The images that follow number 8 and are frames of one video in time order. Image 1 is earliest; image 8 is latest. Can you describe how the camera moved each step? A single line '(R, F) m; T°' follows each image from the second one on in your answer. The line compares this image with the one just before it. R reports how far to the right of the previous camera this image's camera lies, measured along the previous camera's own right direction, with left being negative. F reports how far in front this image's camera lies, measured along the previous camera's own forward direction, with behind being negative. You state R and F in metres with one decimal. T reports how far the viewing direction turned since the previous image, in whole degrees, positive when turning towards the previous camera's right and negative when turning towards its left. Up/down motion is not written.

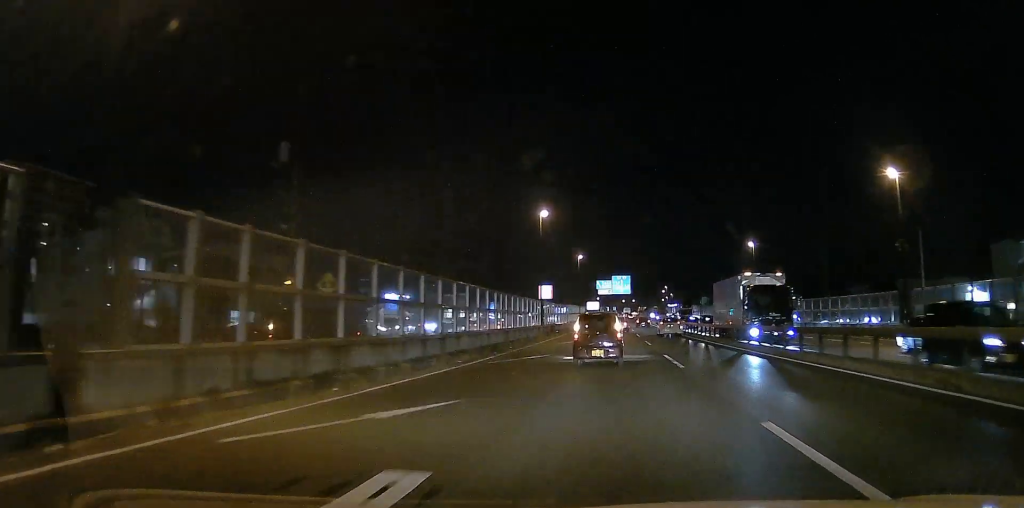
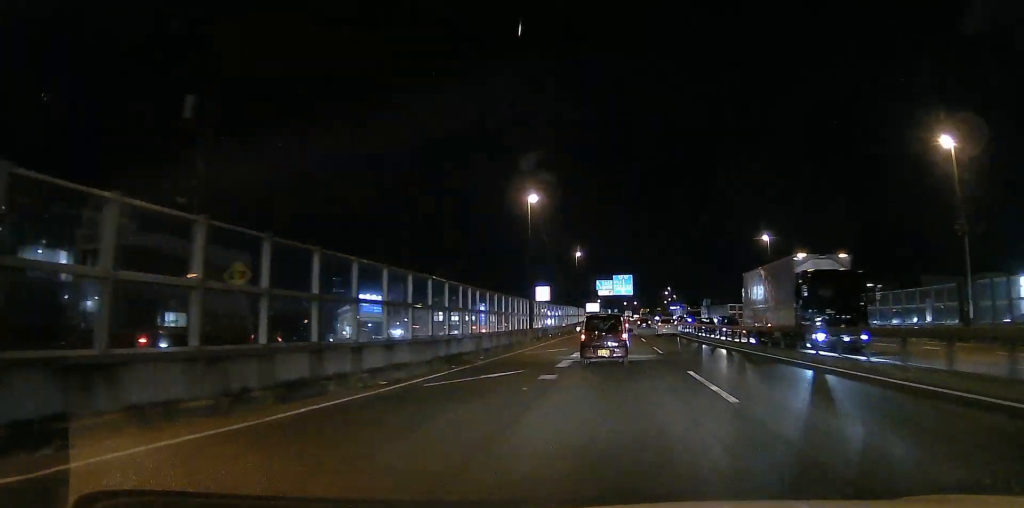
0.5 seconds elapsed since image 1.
(0.0, +7.3) m; -2°
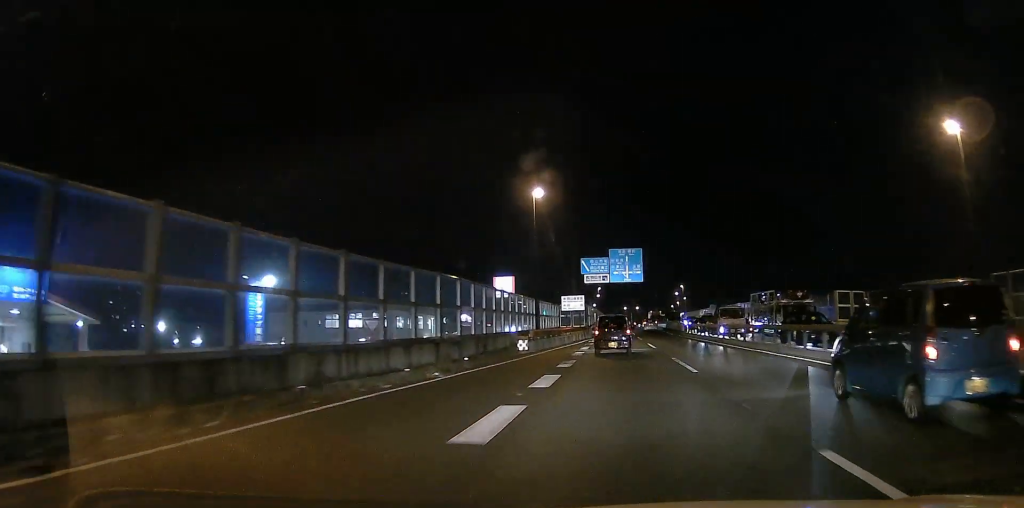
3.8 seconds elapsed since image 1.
(-1.6, +41.6) m; +2°
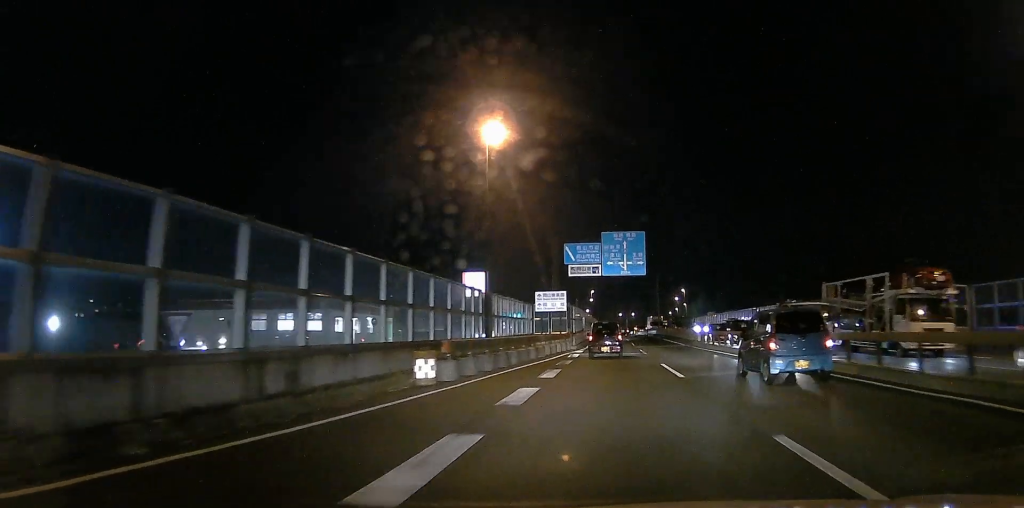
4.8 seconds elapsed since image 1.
(0.0, +14.3) m; 0°
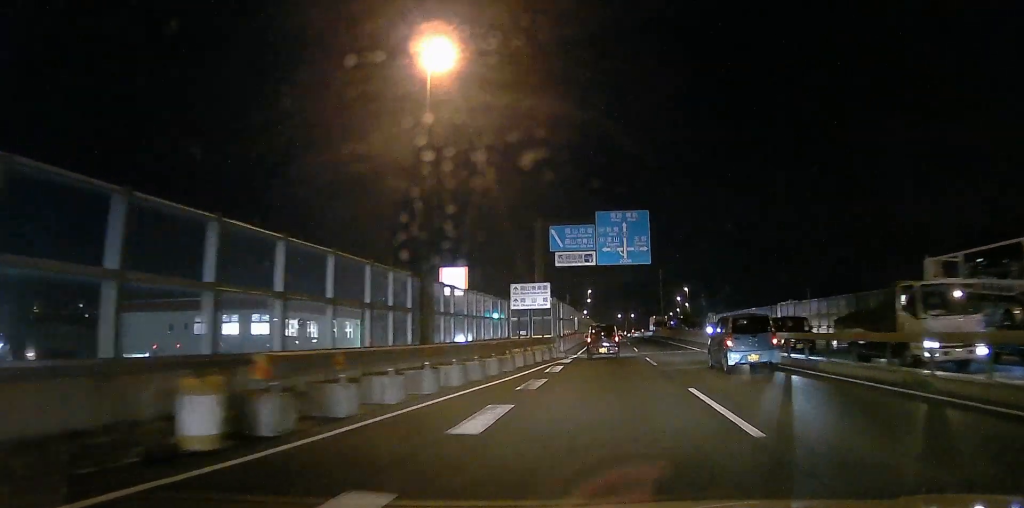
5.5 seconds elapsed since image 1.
(0.0, +8.6) m; 0°
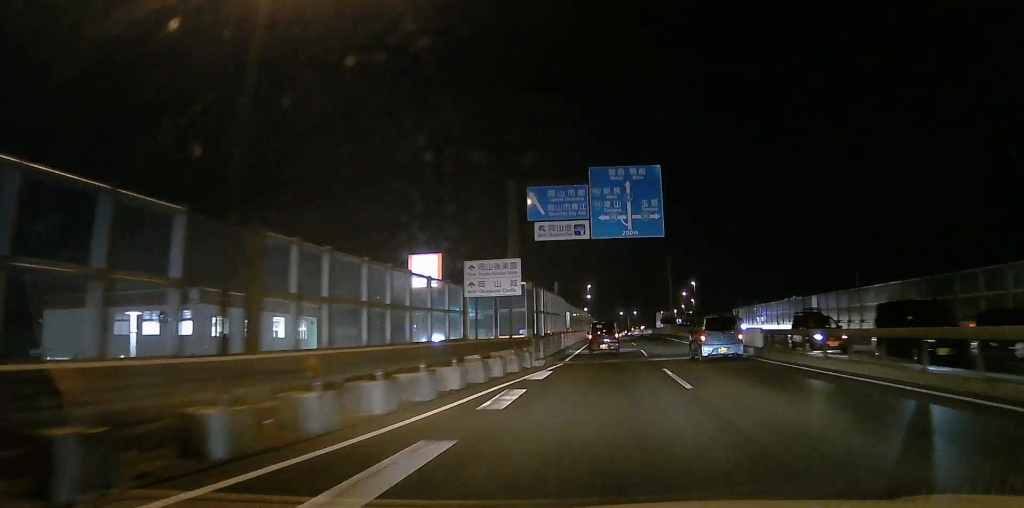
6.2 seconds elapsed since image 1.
(0.0, +9.6) m; 0°
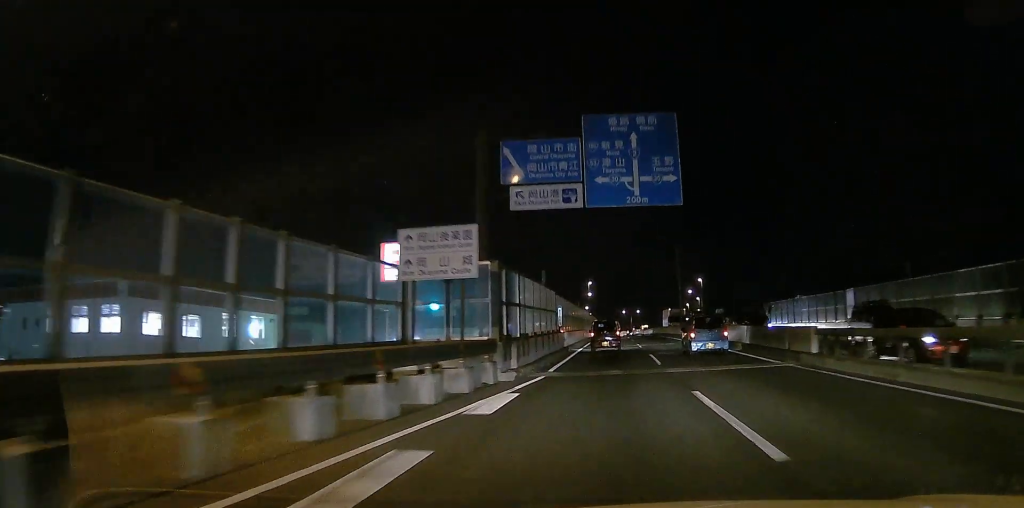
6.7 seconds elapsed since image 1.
(0.0, +6.8) m; 0°
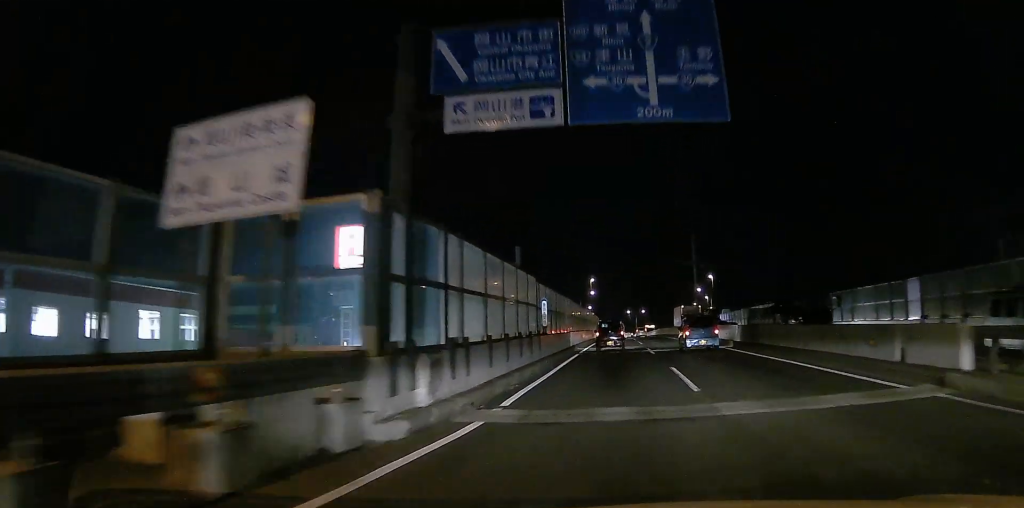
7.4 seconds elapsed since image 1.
(0.0, +8.3) m; 0°
